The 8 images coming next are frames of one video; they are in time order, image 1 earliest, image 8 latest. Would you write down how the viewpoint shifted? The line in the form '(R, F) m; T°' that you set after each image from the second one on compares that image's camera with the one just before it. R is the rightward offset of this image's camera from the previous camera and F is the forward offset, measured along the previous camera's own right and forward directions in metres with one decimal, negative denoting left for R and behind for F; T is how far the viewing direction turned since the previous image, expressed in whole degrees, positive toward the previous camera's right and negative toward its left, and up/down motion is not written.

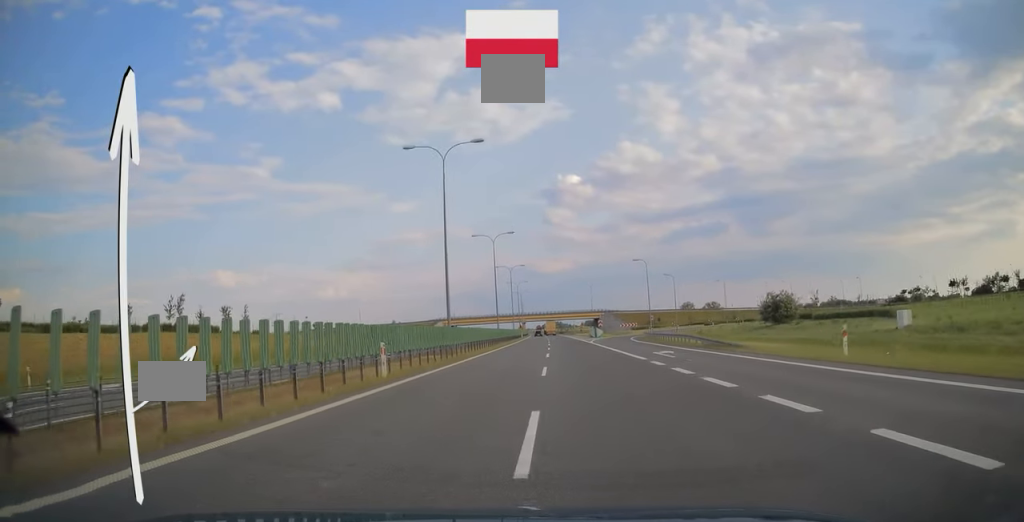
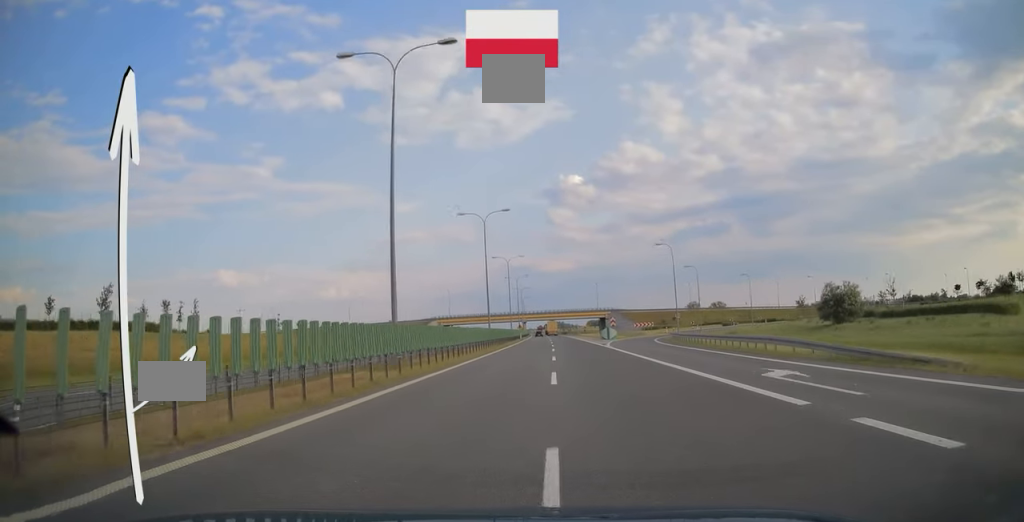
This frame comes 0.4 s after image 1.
(-0.1, +14.9) m; 0°
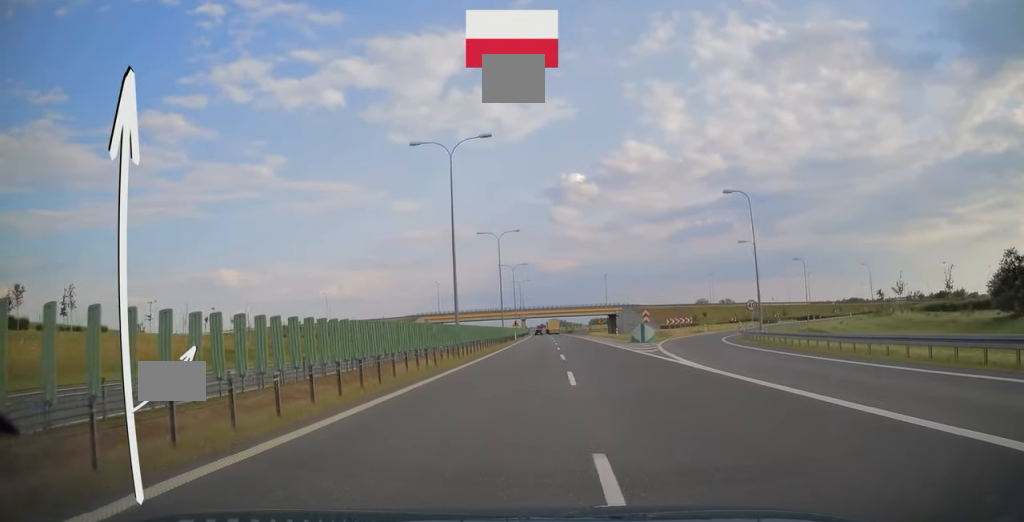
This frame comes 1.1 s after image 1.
(-0.1, +24.5) m; 0°
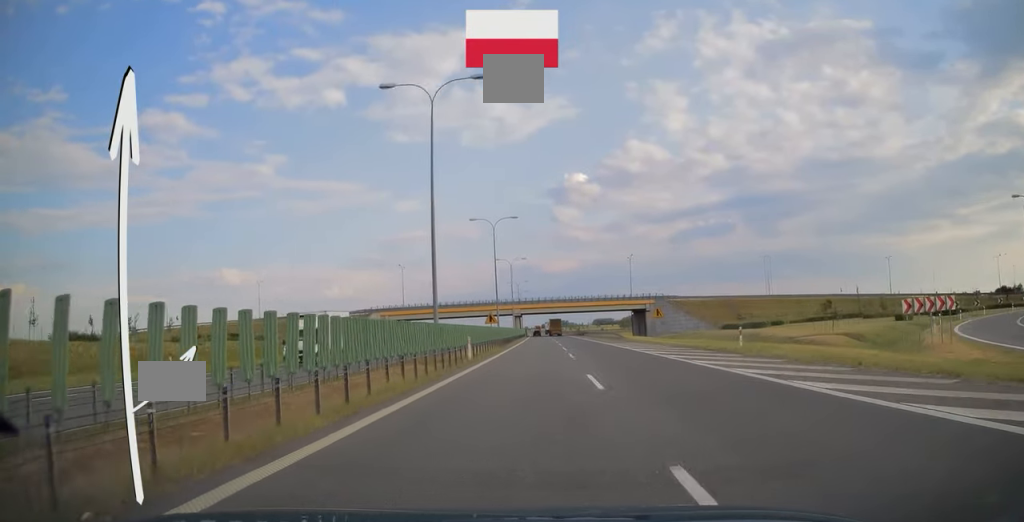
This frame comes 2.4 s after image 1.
(-0.3, +48.6) m; -1°
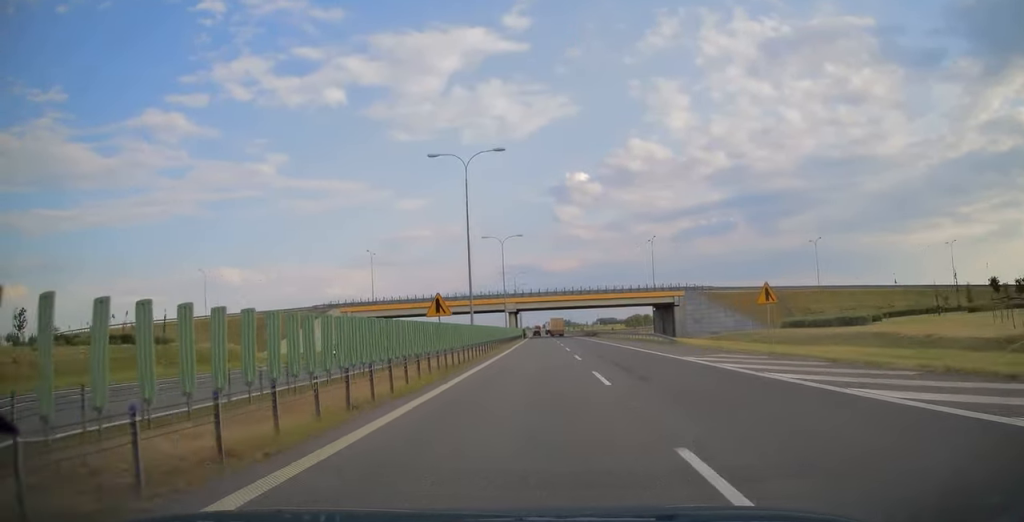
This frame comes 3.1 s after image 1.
(-0.1, +25.8) m; 0°
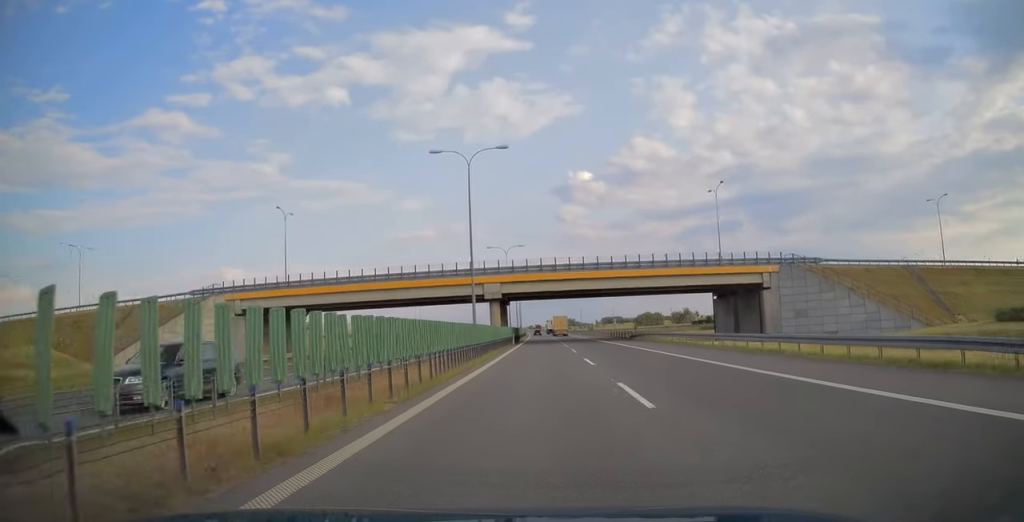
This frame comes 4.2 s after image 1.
(0.0, +39.8) m; 0°
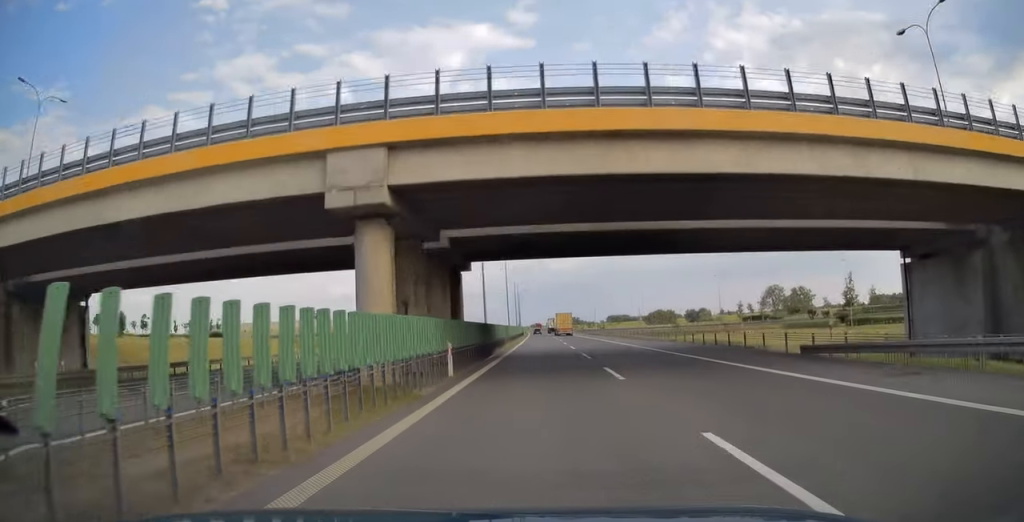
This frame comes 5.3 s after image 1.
(-0.2, +42.7) m; 0°
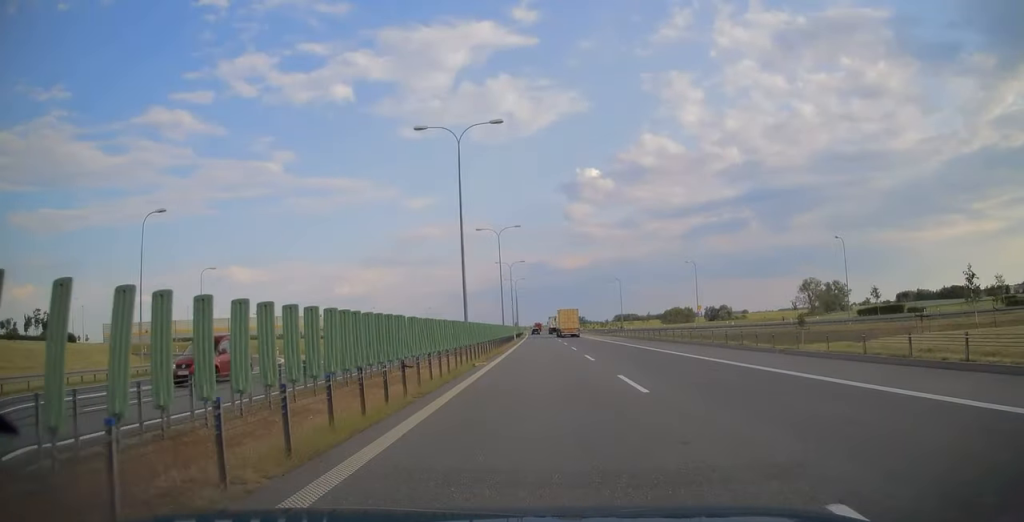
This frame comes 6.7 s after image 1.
(-0.2, +50.8) m; 0°
